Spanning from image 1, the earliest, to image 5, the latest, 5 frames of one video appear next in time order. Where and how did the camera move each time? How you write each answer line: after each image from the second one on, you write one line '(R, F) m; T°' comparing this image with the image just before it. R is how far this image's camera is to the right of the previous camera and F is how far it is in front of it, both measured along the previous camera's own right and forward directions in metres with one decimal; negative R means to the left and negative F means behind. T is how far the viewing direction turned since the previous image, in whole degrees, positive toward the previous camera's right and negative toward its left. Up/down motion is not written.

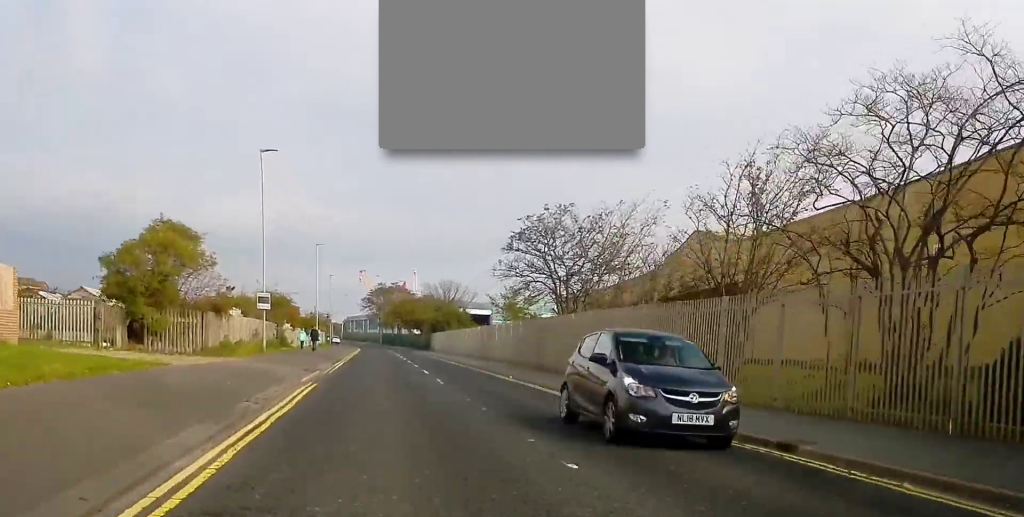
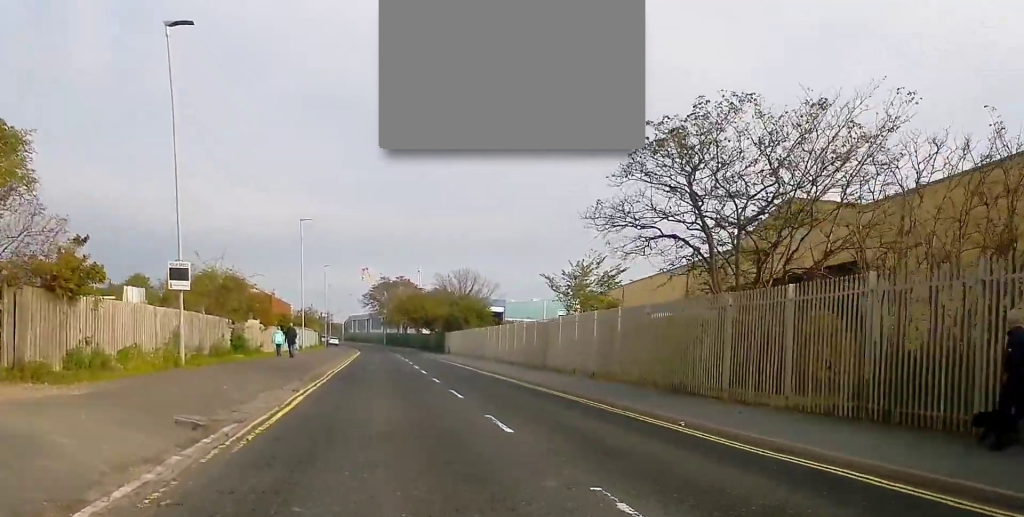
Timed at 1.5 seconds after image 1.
(0.0, +17.3) m; 0°
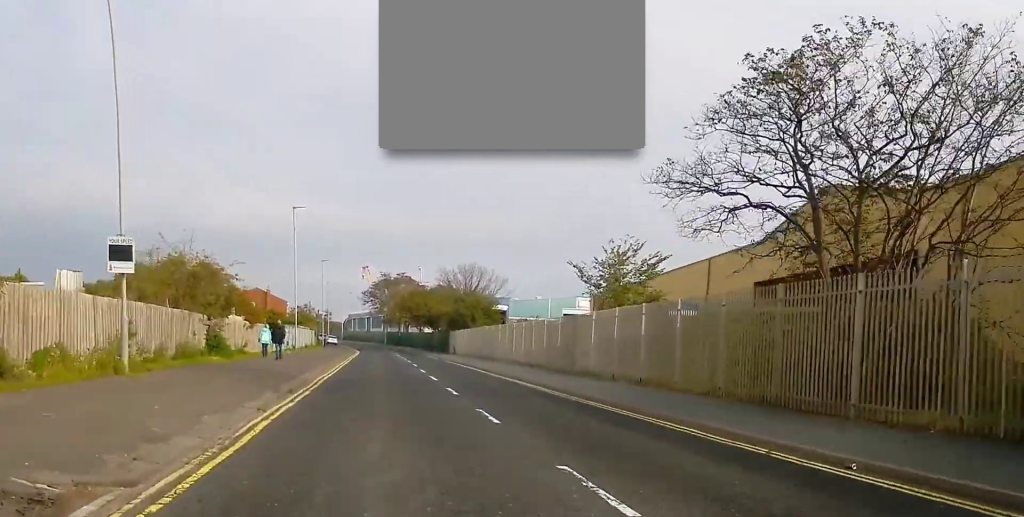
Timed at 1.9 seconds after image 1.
(0.0, +5.1) m; 0°
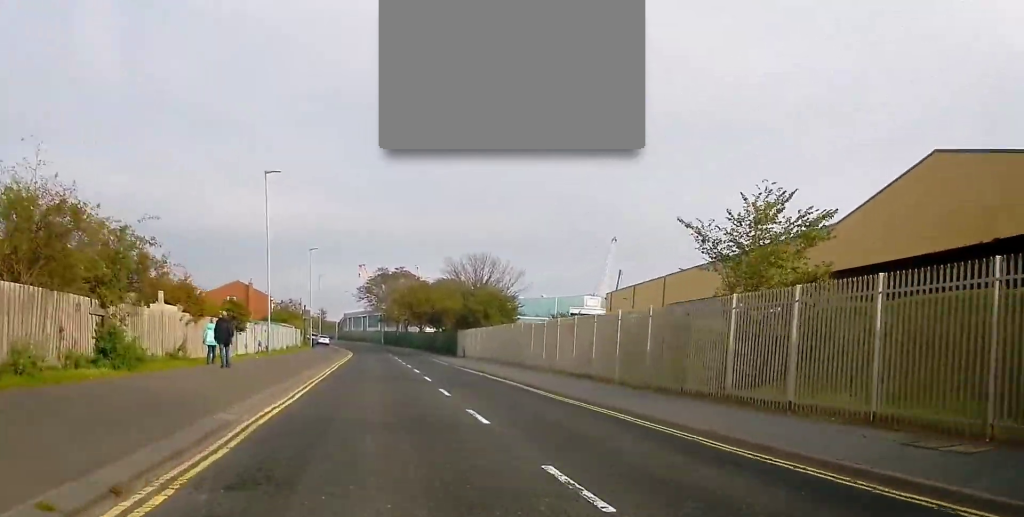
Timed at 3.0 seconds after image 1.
(0.0, +12.1) m; 0°
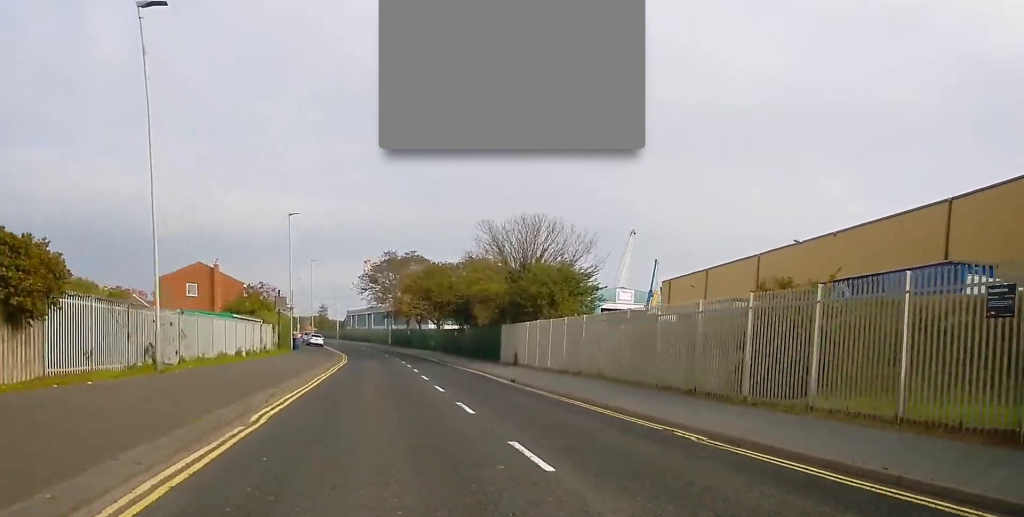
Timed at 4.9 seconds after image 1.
(0.0, +22.4) m; -2°
